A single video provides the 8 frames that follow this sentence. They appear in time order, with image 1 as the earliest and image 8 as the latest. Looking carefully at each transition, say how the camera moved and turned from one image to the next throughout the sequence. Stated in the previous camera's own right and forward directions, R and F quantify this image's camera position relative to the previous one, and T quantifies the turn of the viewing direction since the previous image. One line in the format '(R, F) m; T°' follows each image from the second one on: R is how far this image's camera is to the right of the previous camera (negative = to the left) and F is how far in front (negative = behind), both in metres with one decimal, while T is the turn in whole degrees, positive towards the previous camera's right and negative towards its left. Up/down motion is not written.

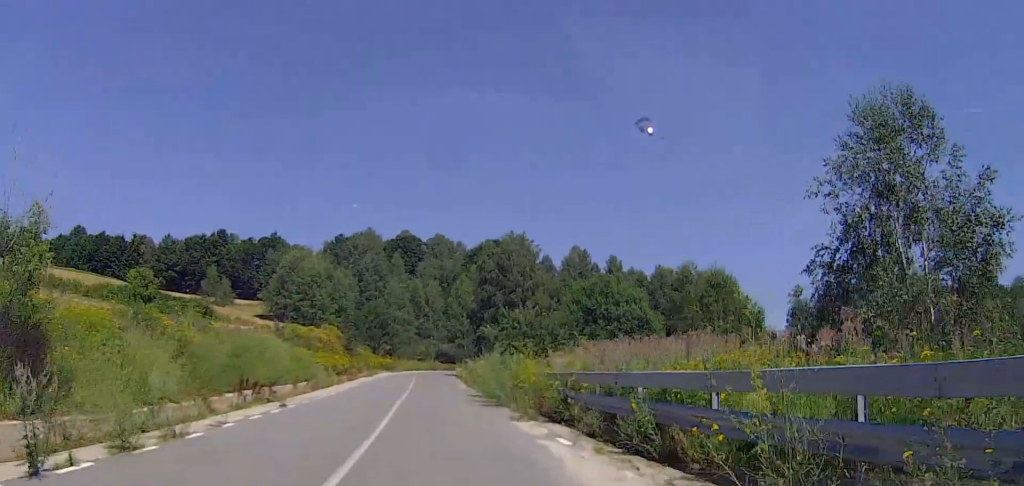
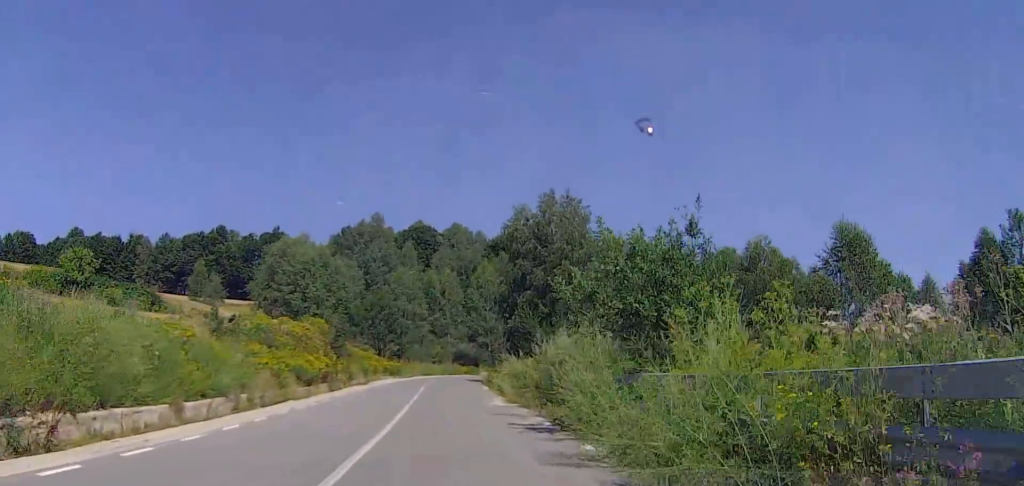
(+0.4, +15.5) m; -2°
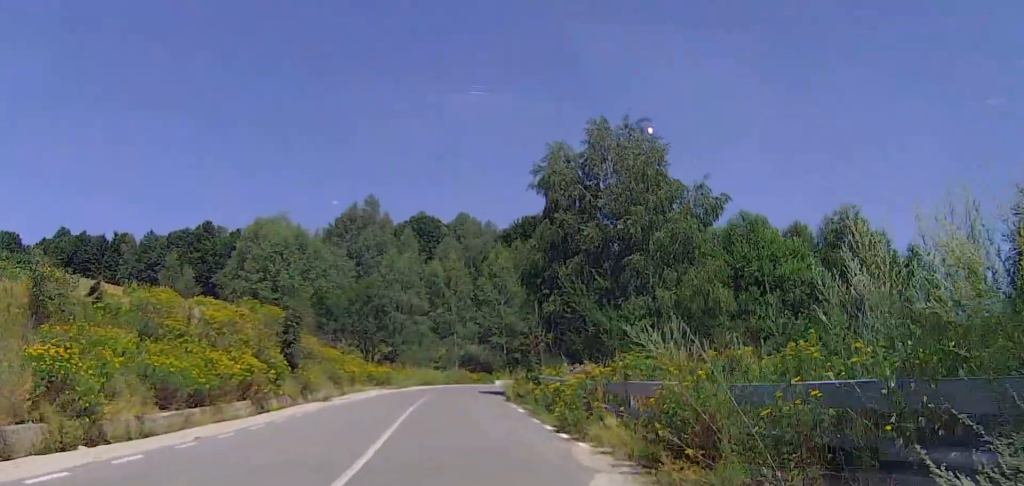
(-1.2, +15.7) m; 0°
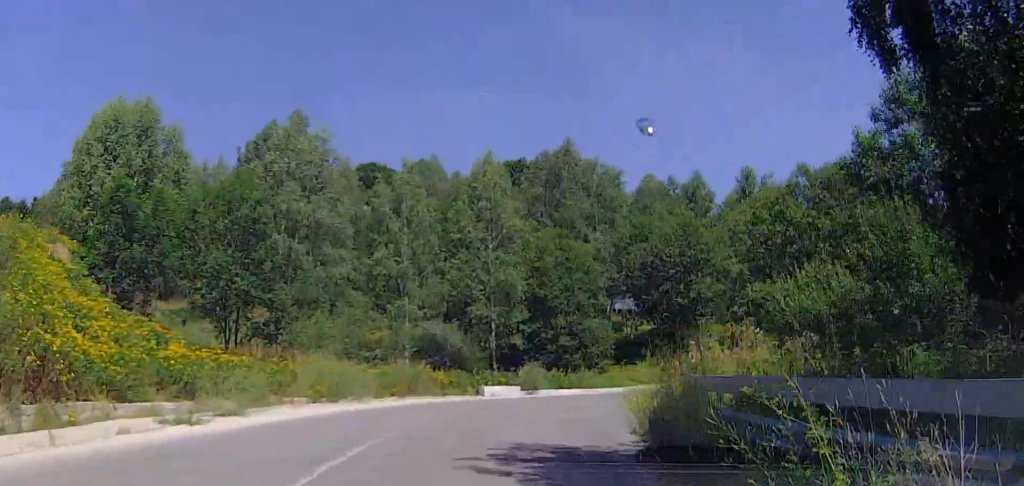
(-0.3, +30.1) m; +3°
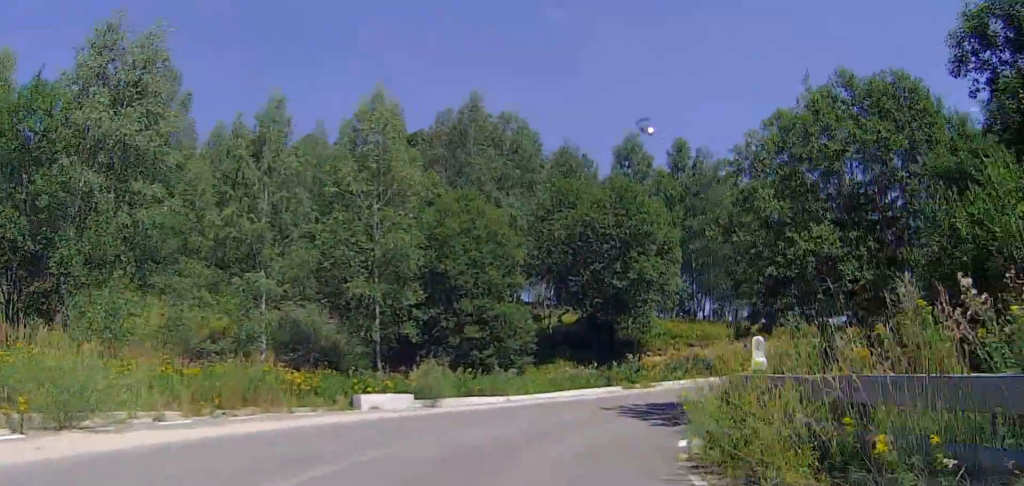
(+1.0, +10.4) m; +12°
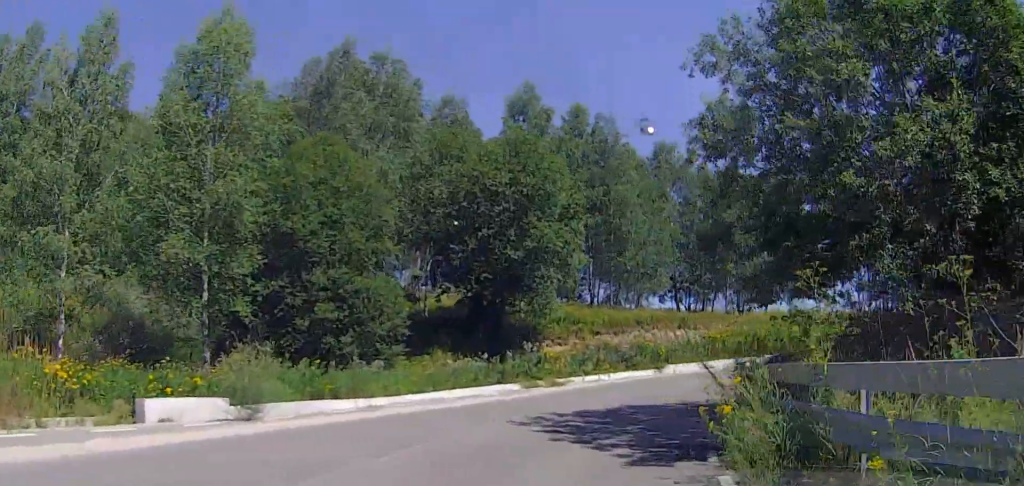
(+0.5, +7.2) m; +11°
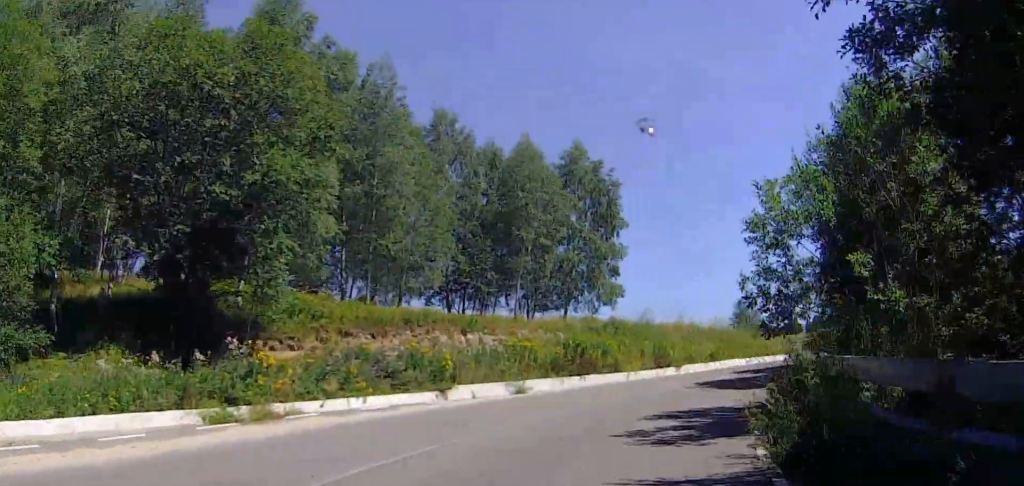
(+2.0, +11.0) m; +20°
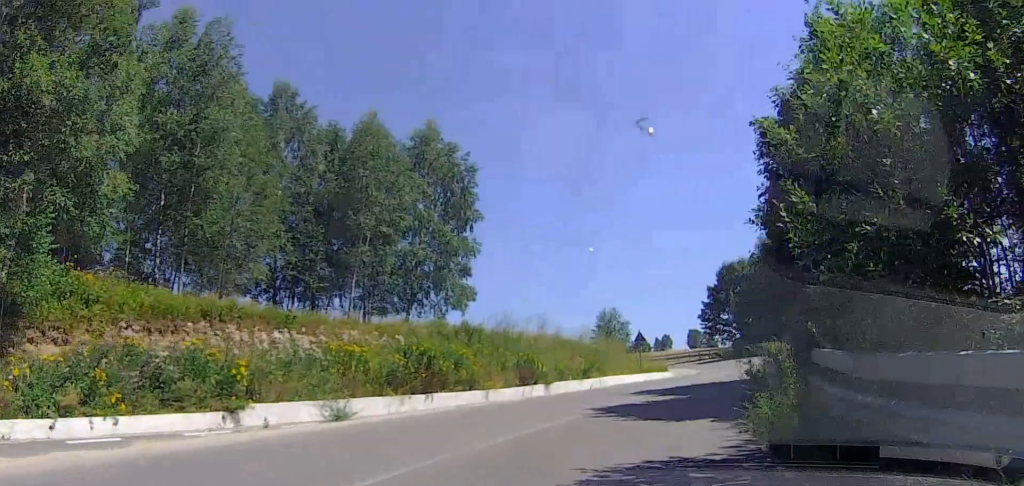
(+0.8, +6.1) m; +11°
